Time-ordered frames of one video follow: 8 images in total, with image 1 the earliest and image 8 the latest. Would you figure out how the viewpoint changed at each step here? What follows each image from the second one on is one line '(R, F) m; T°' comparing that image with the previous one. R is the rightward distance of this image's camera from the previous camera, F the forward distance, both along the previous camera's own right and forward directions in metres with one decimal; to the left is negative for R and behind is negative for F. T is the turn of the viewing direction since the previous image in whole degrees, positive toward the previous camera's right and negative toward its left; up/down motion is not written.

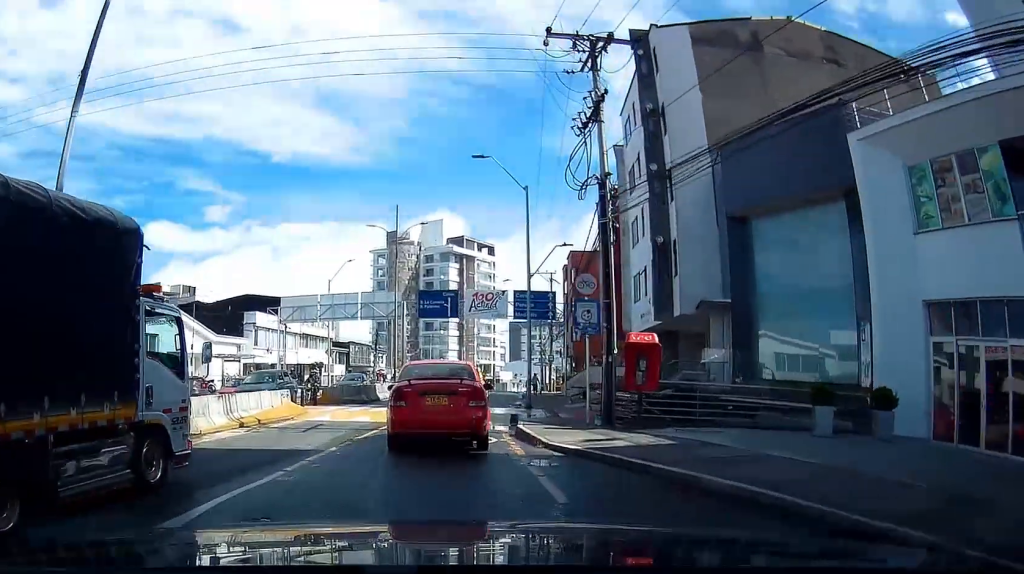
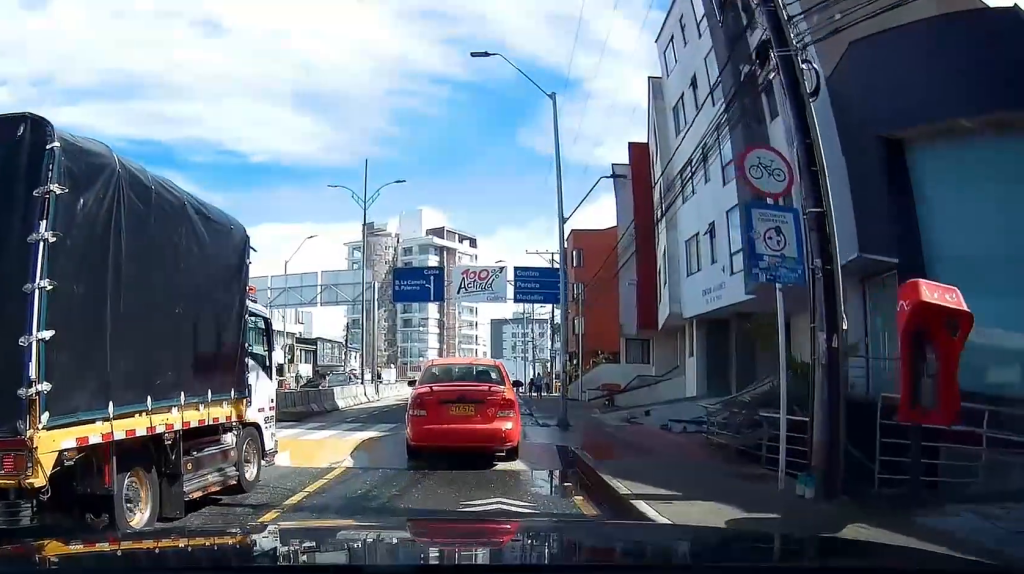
(0.0, +10.4) m; 0°
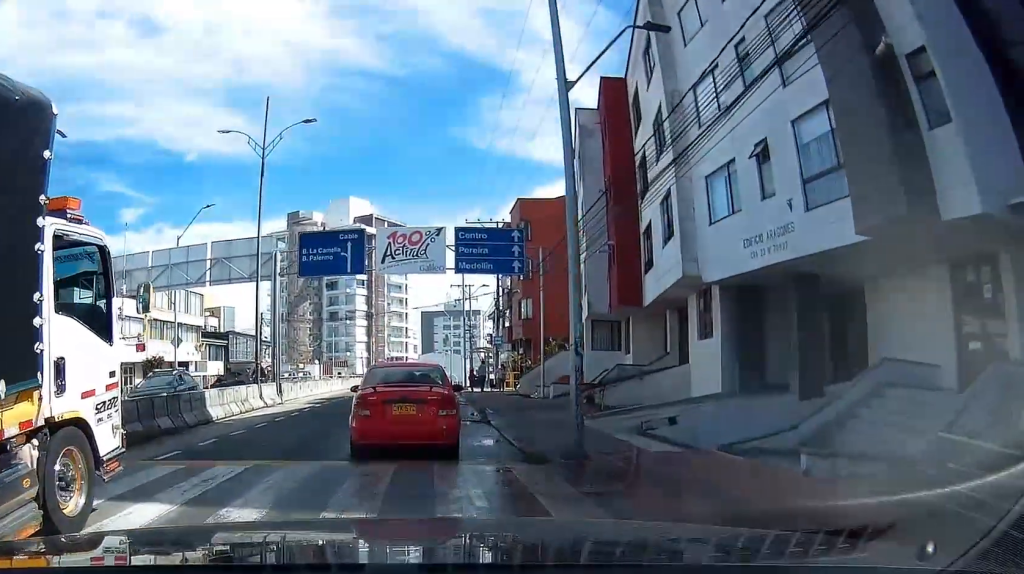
(+0.6, +7.9) m; +8°
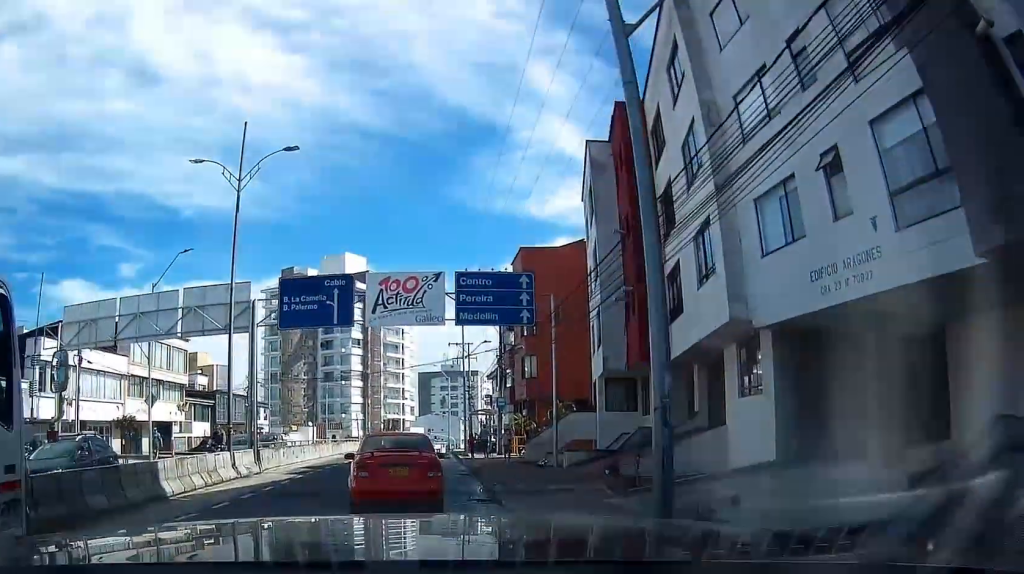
(-0.1, +3.3) m; 0°
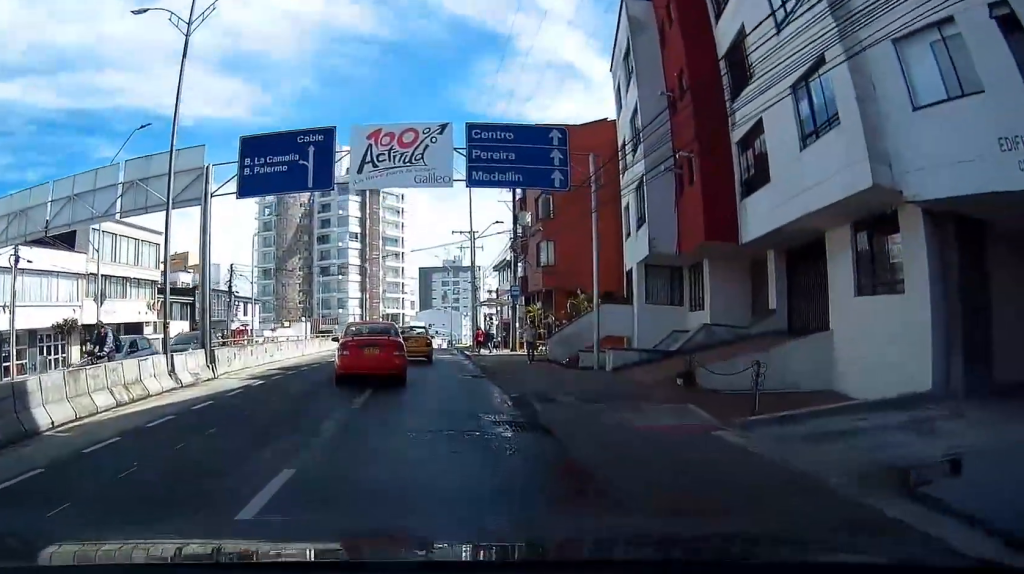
(+0.1, +5.2) m; -2°
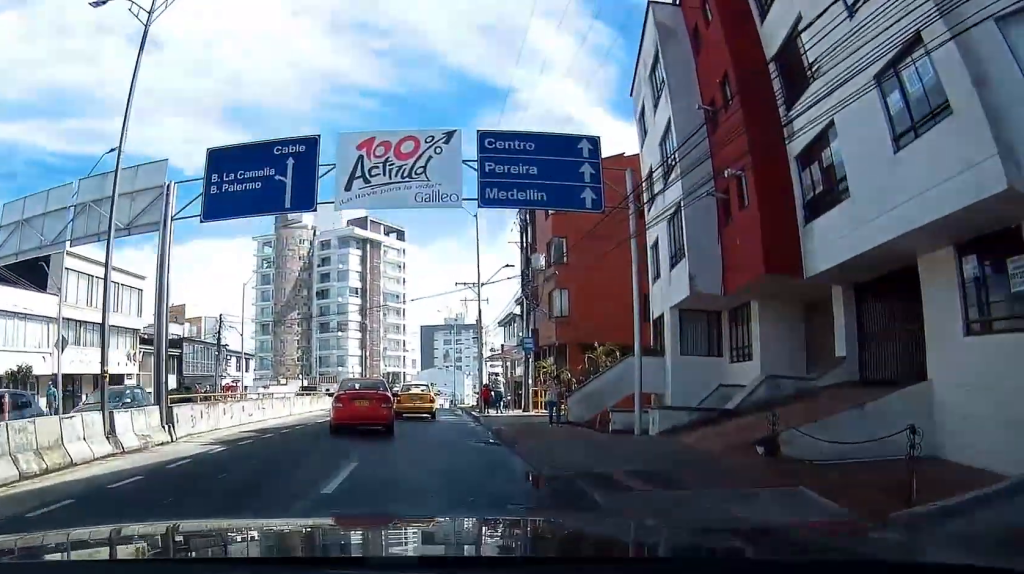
(-0.1, +3.1) m; -1°
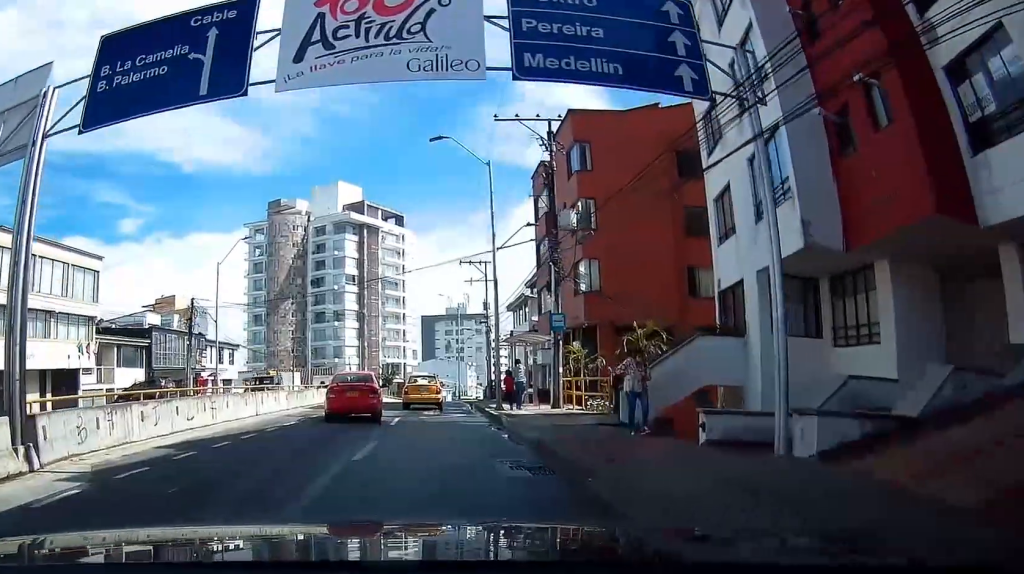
(-0.2, +5.2) m; -1°
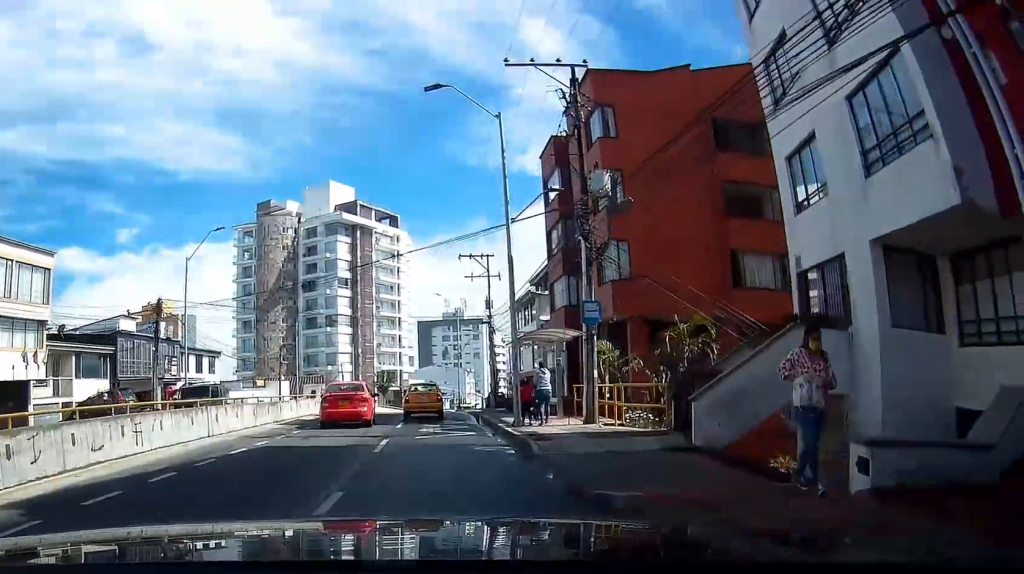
(+0.1, +4.3) m; +1°
